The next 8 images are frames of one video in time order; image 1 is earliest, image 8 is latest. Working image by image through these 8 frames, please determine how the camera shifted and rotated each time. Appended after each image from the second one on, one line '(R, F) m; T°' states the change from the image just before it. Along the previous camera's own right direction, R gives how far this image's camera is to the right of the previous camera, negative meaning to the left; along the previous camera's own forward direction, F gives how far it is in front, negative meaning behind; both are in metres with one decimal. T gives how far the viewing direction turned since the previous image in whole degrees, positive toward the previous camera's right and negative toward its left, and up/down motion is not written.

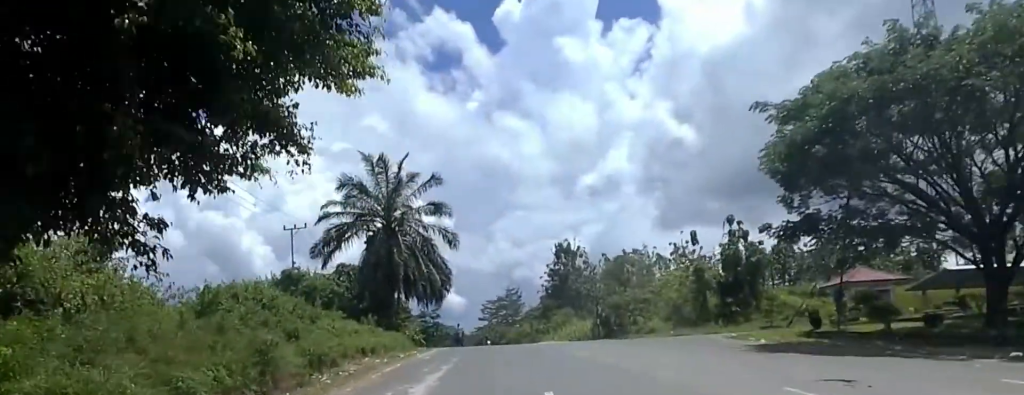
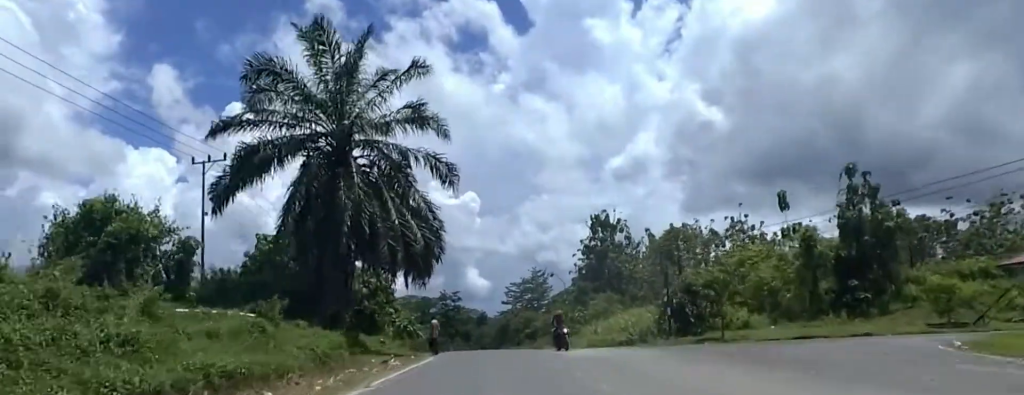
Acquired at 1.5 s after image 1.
(-1.3, +16.1) m; -1°
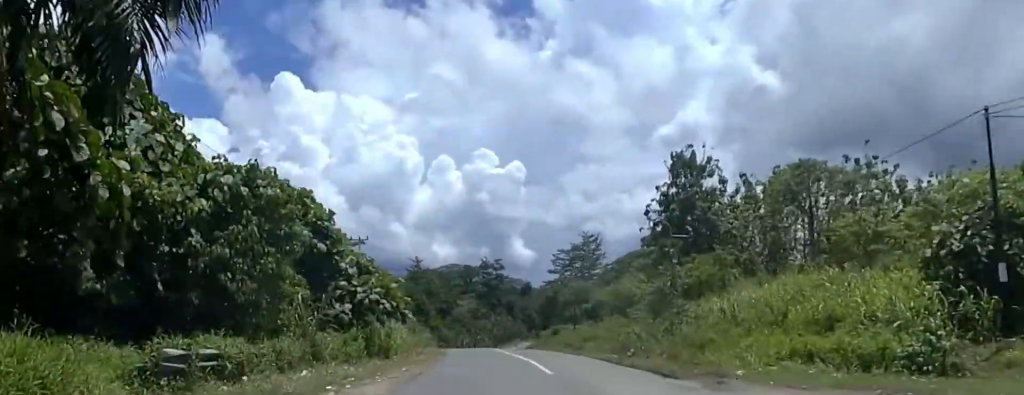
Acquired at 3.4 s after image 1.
(+1.6, +23.2) m; +2°
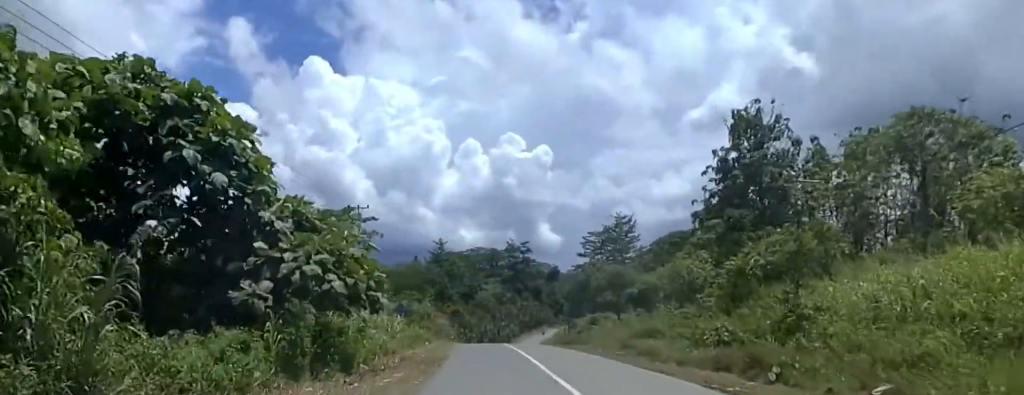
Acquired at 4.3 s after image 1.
(-0.1, +11.8) m; -6°
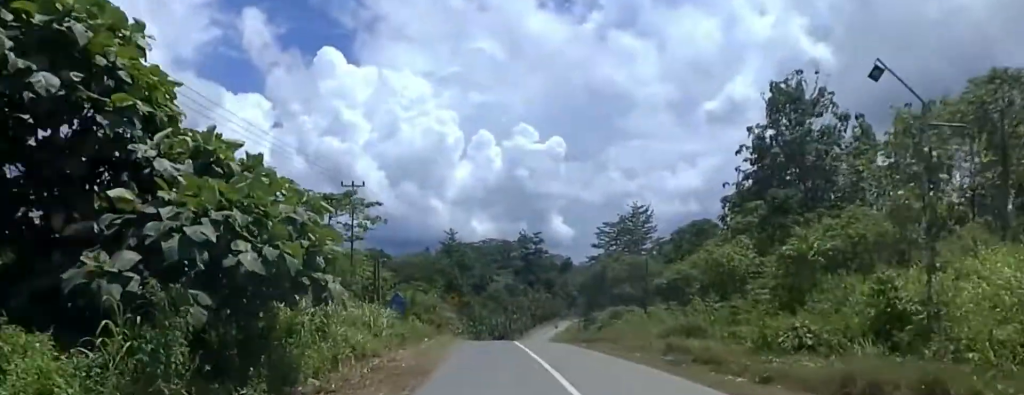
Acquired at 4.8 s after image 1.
(-0.6, +6.5) m; -3°
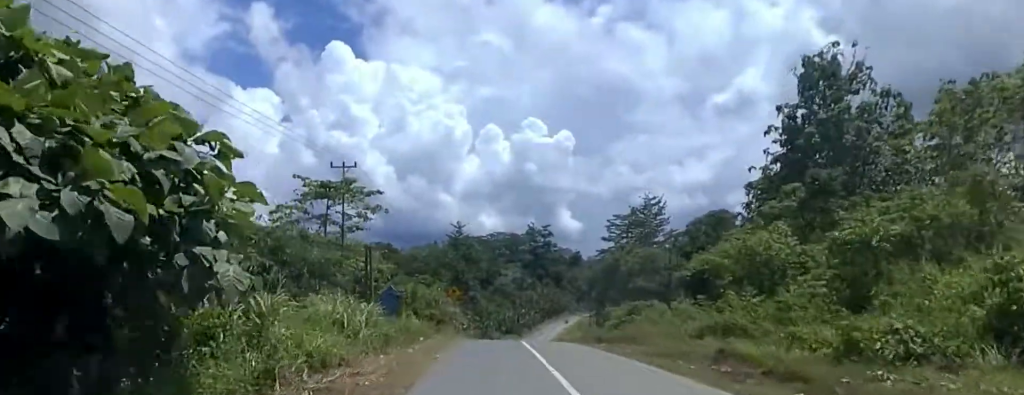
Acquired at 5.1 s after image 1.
(-0.2, +5.2) m; -2°
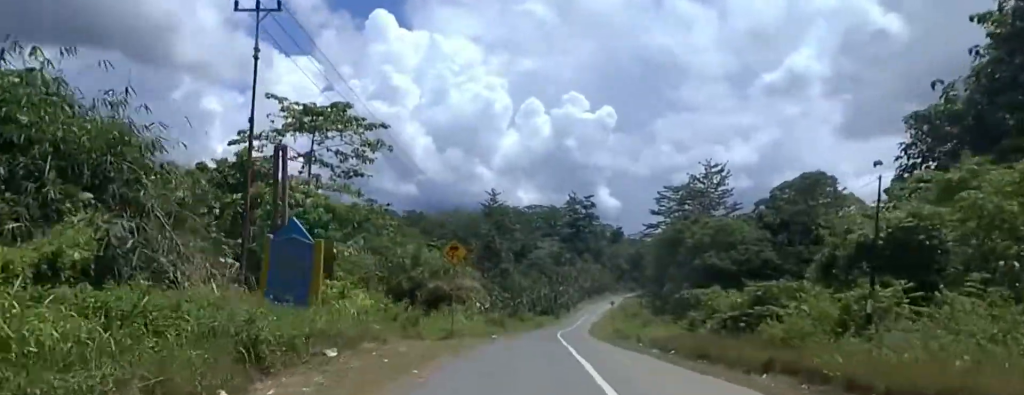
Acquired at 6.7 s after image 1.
(+0.8, +20.5) m; +6°
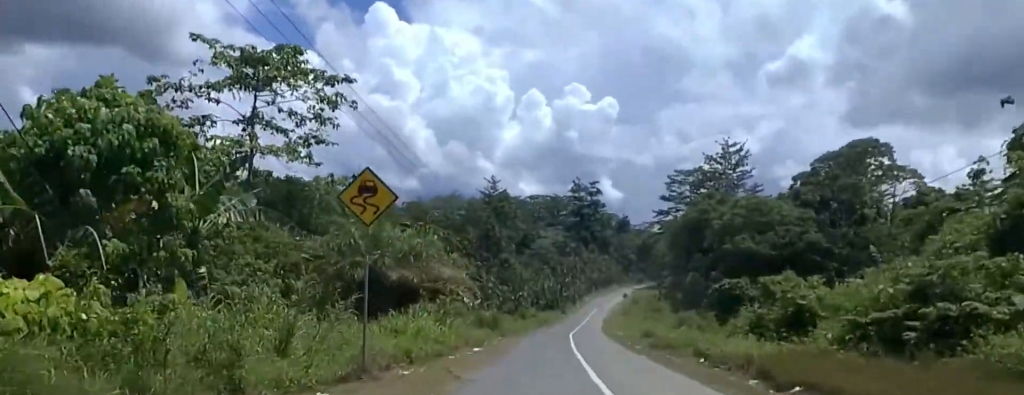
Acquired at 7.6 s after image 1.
(+0.3, +10.6) m; +1°
